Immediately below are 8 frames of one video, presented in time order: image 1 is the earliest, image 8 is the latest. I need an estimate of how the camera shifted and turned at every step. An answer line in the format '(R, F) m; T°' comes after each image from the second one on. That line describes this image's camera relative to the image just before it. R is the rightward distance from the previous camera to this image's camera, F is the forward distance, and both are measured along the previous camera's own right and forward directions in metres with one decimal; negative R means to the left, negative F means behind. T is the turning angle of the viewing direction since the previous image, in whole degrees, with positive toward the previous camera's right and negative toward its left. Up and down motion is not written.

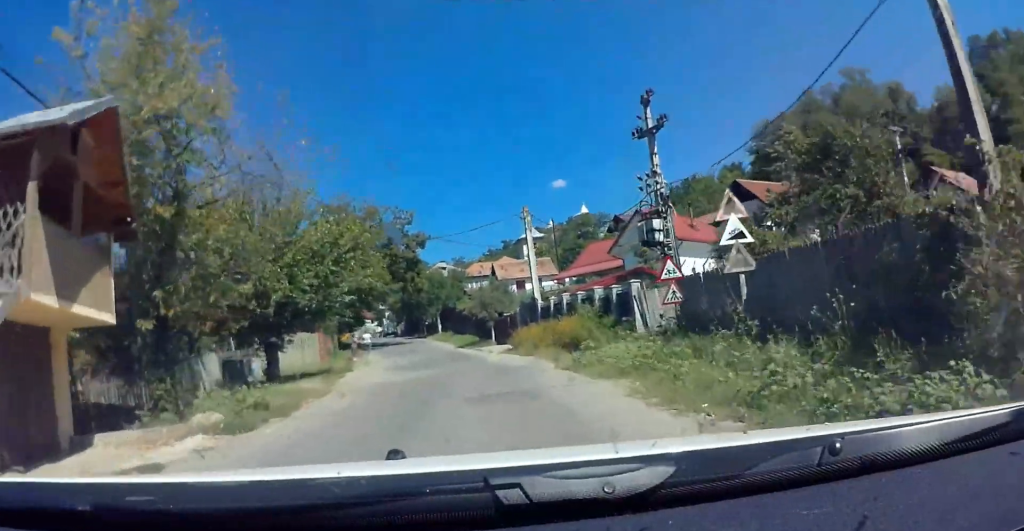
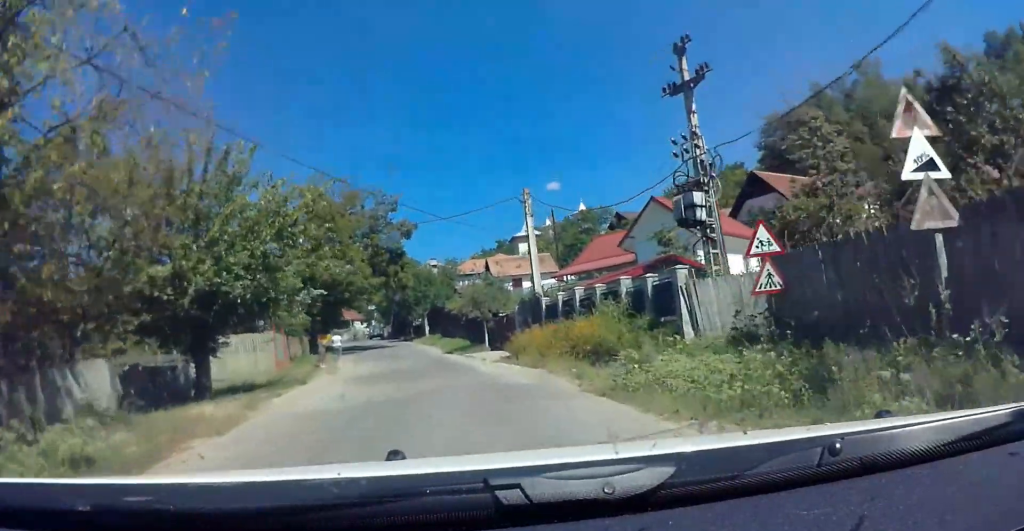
(0.0, +6.1) m; -2°
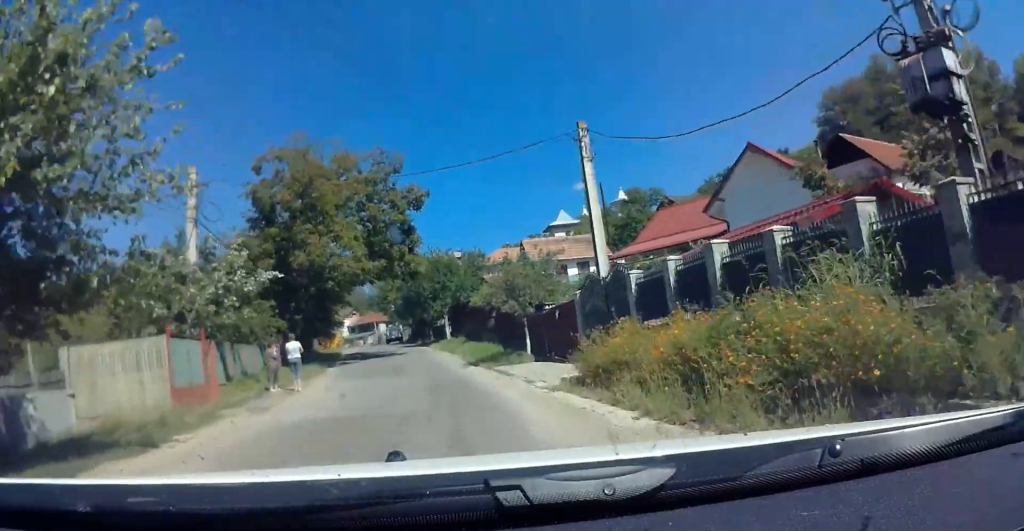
(-0.4, +11.9) m; -5°
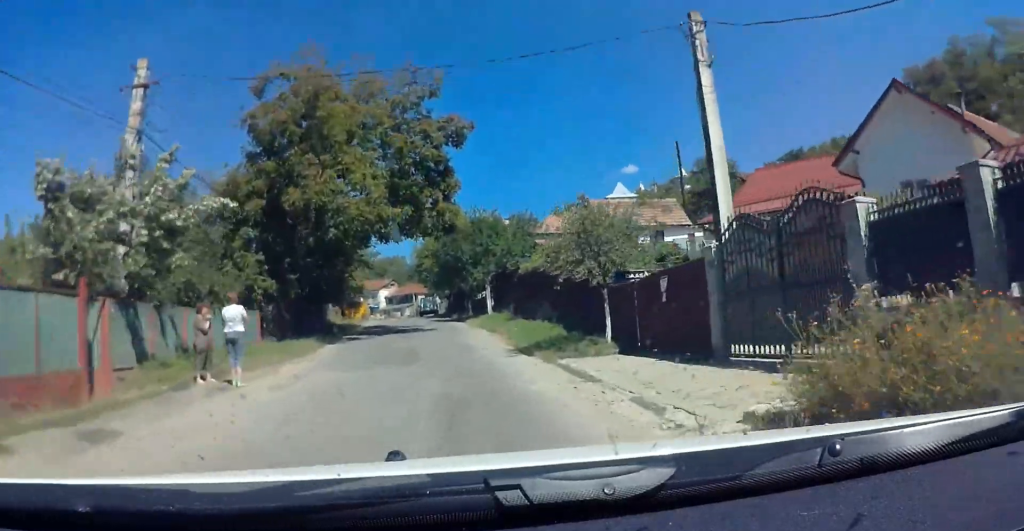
(-0.4, +8.4) m; -3°
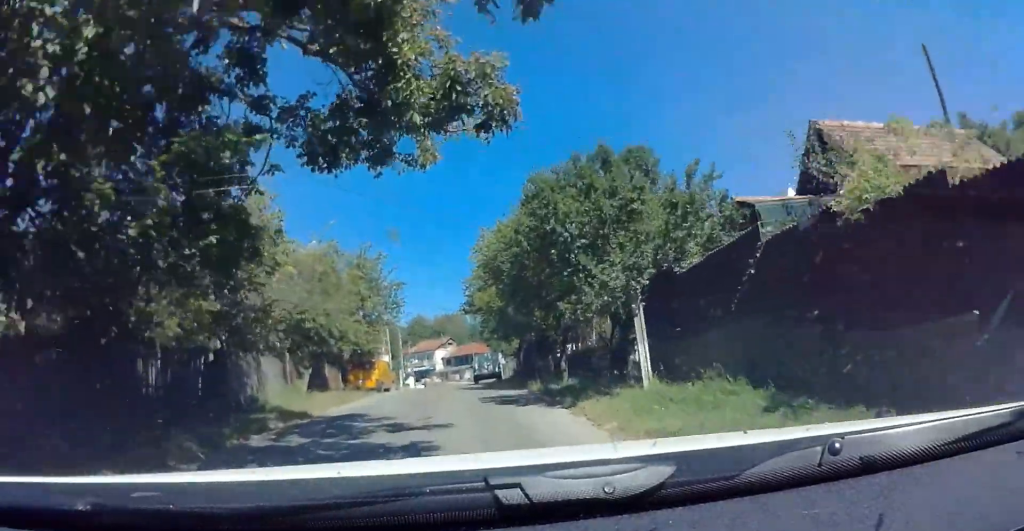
(-0.6, +23.4) m; -3°
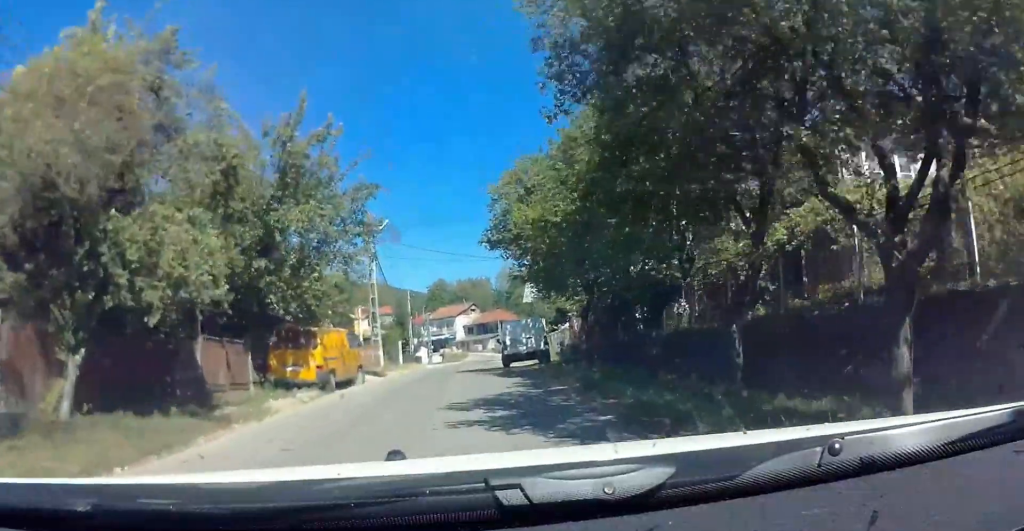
(+0.1, +18.1) m; +1°
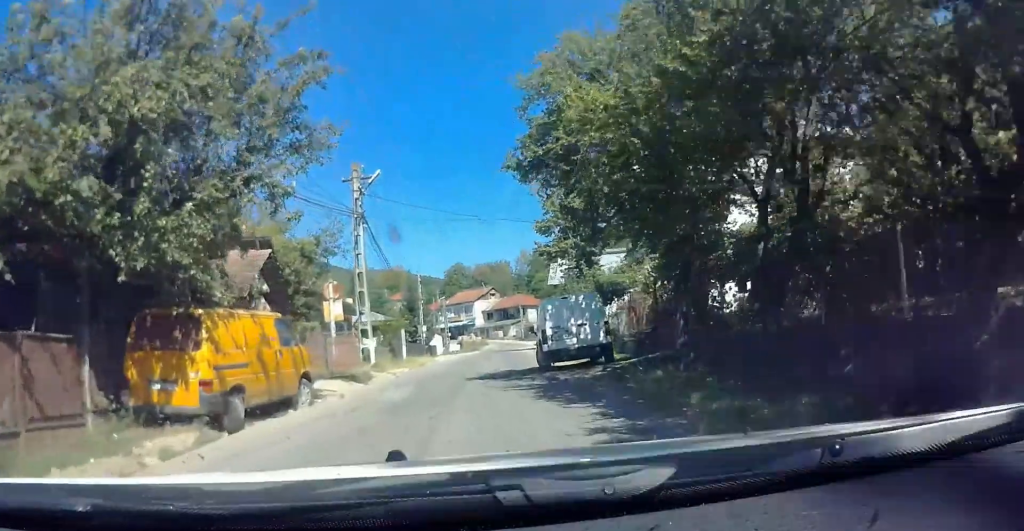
(+0.1, +9.6) m; 0°
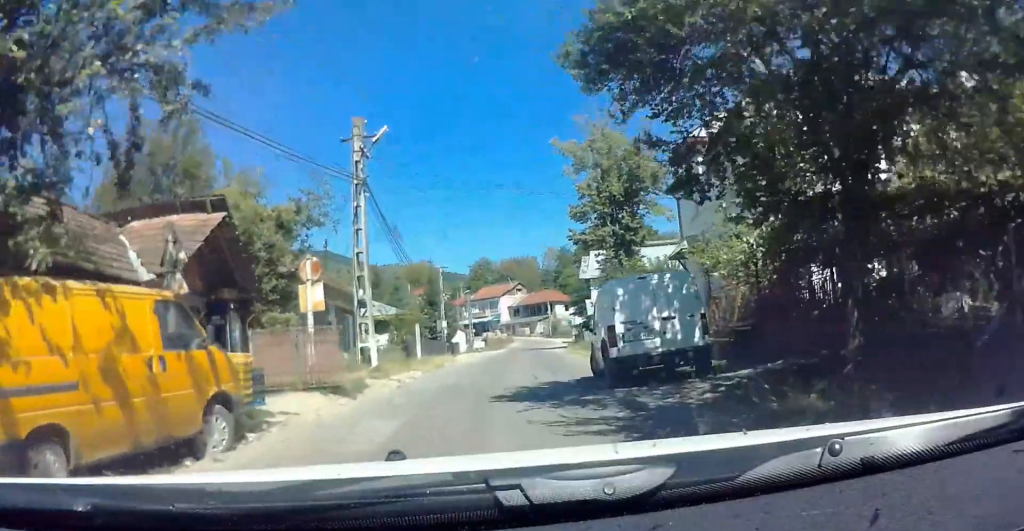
(0.0, +5.8) m; -1°
